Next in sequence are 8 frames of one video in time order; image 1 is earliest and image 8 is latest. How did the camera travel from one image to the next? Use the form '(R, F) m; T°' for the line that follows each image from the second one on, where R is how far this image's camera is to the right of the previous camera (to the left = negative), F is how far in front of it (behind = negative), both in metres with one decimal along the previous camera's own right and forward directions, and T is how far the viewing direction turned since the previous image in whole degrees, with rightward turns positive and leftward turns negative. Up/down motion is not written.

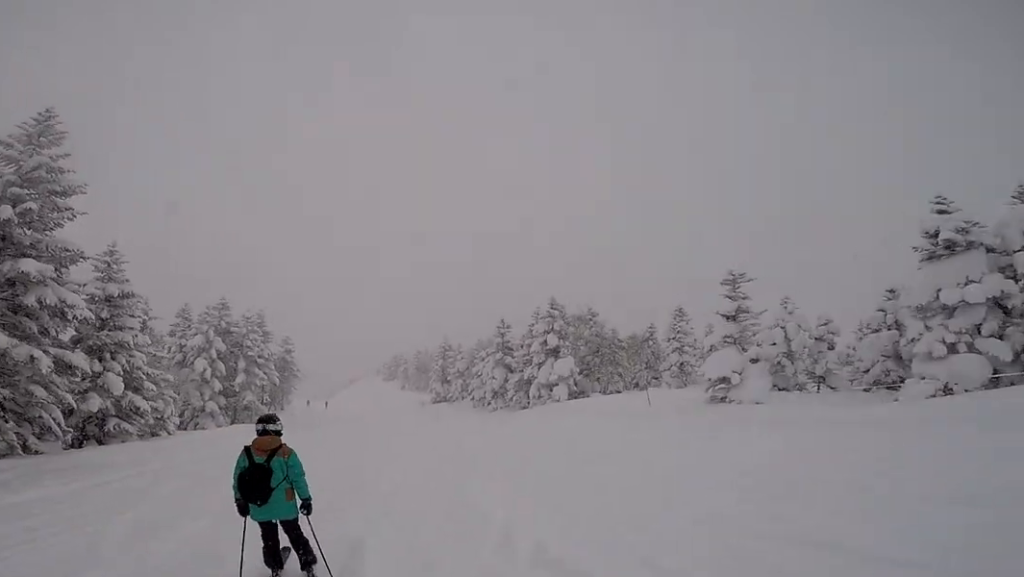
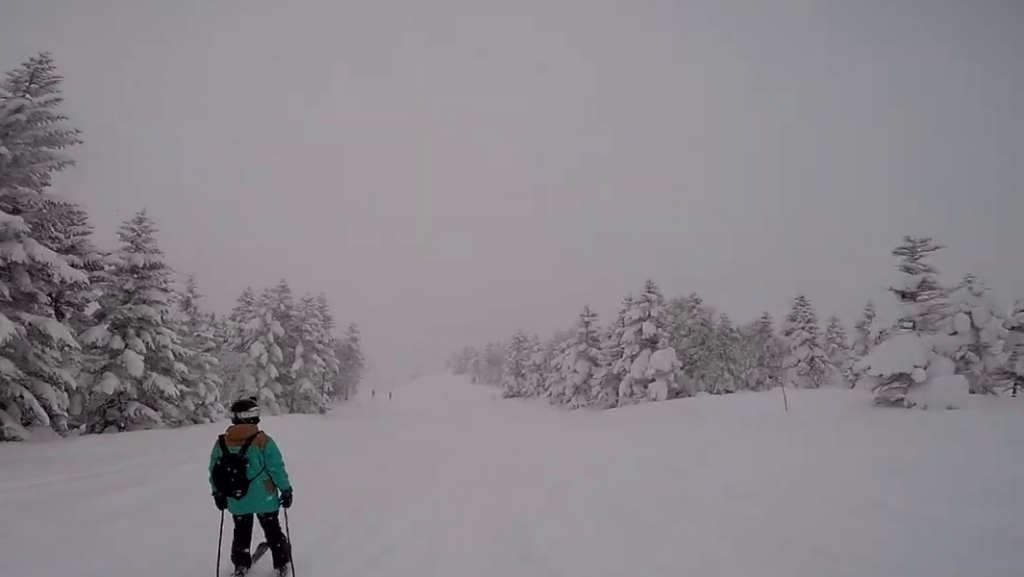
(-0.1, +3.4) m; 0°
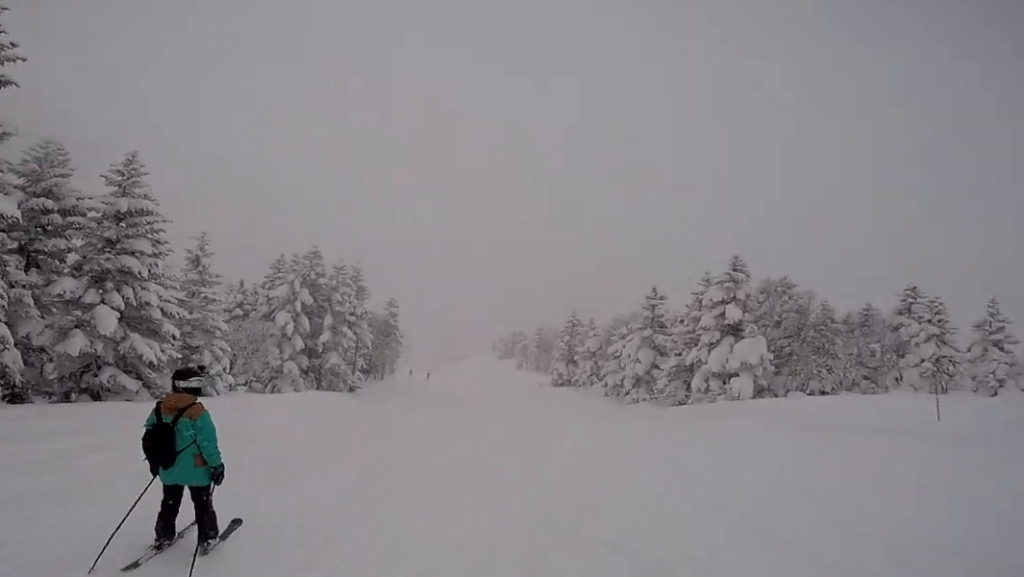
(+0.6, +3.4) m; 0°
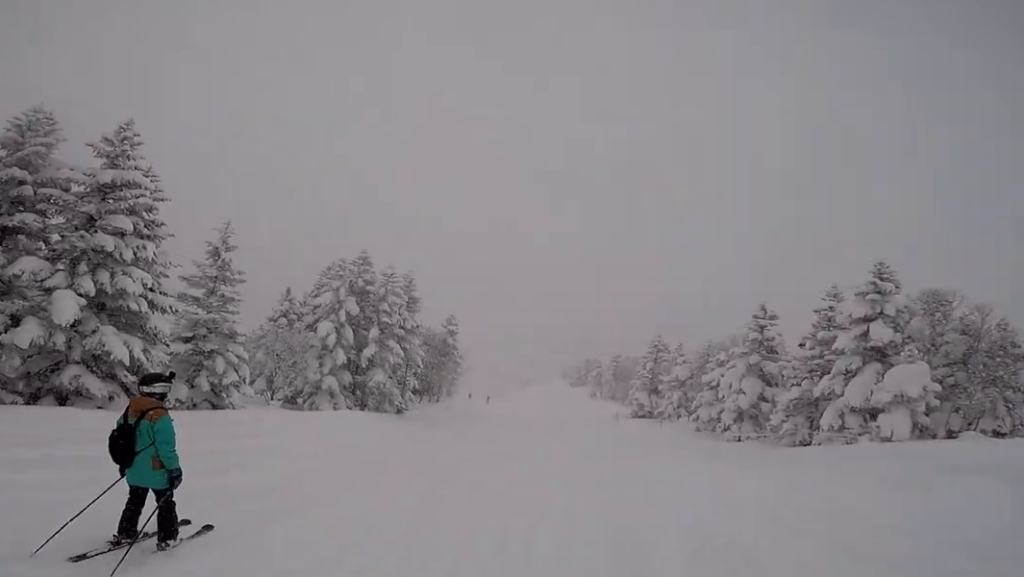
(-0.2, +3.8) m; -4°
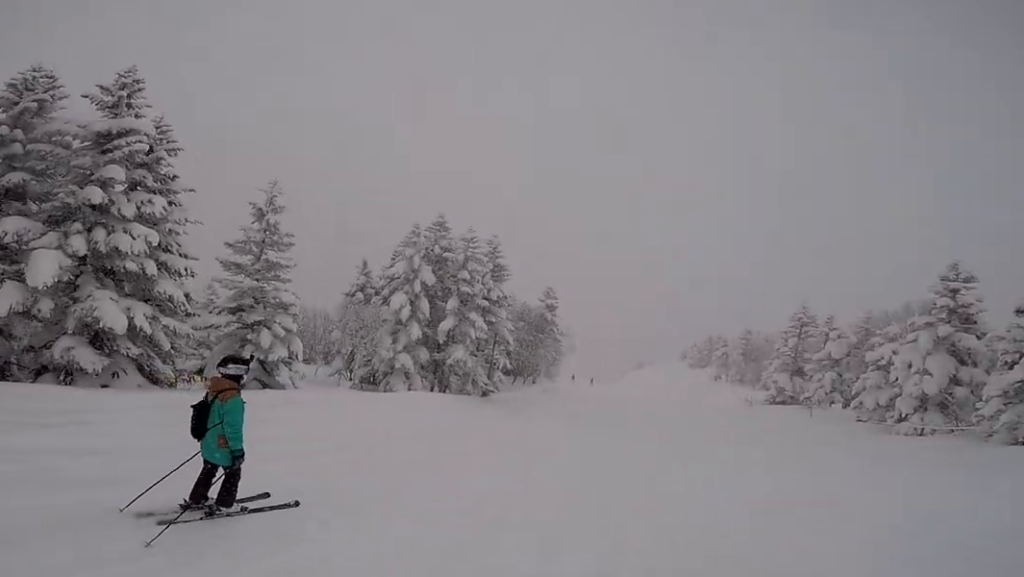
(-0.4, +3.4) m; -6°
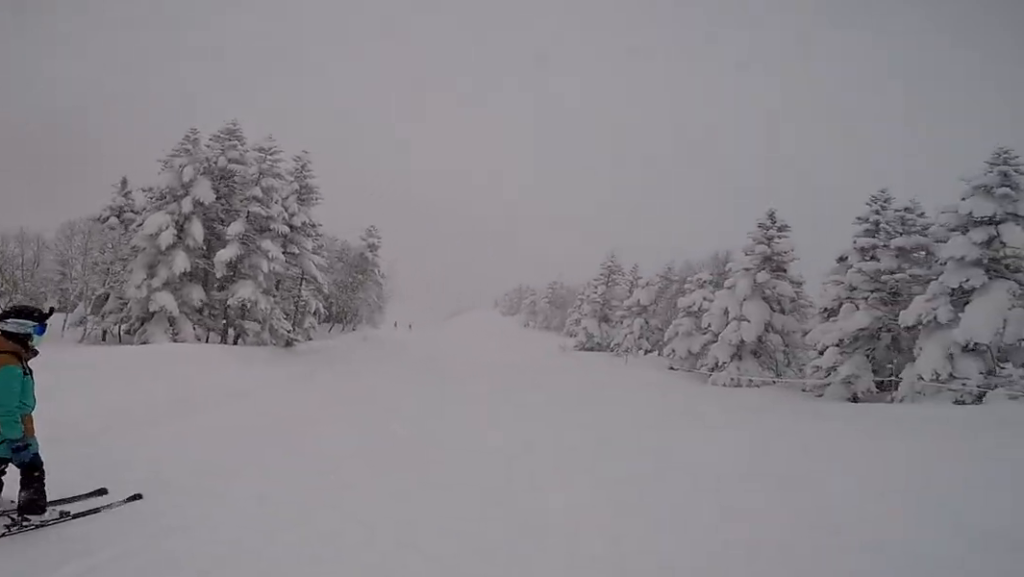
(-0.1, +5.1) m; -1°
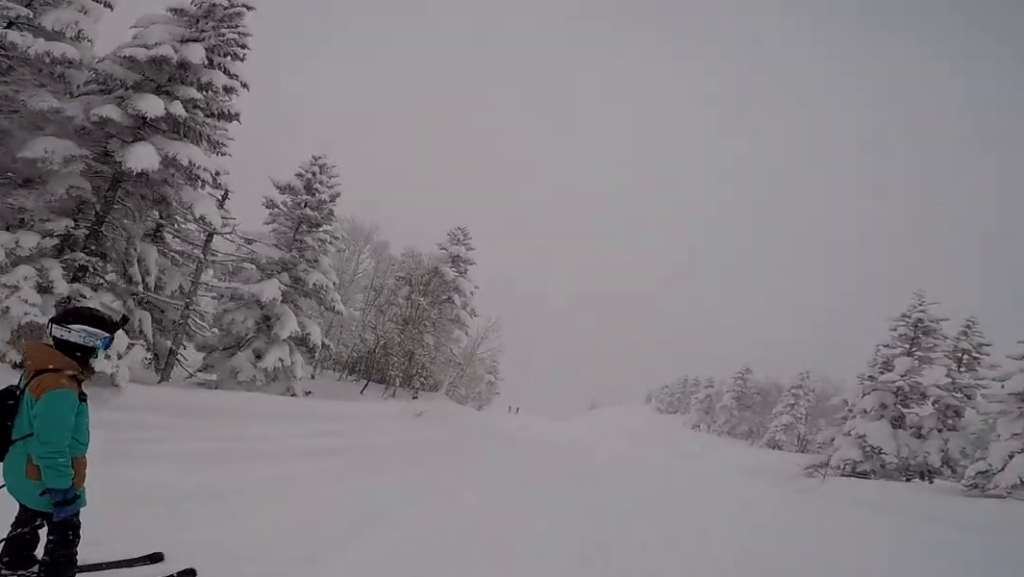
(-0.6, +15.5) m; -11°
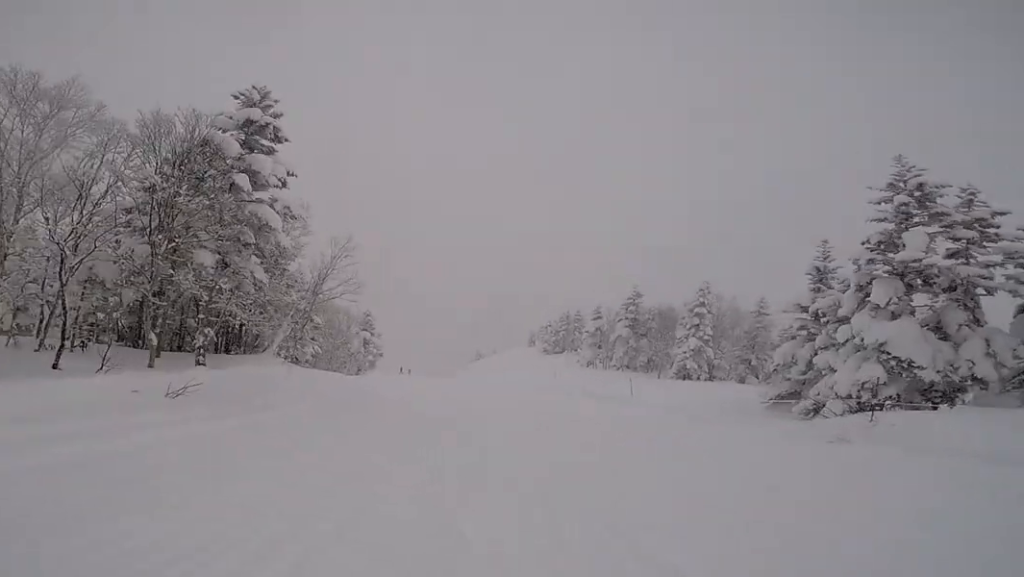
(-0.2, +9.2) m; +6°
